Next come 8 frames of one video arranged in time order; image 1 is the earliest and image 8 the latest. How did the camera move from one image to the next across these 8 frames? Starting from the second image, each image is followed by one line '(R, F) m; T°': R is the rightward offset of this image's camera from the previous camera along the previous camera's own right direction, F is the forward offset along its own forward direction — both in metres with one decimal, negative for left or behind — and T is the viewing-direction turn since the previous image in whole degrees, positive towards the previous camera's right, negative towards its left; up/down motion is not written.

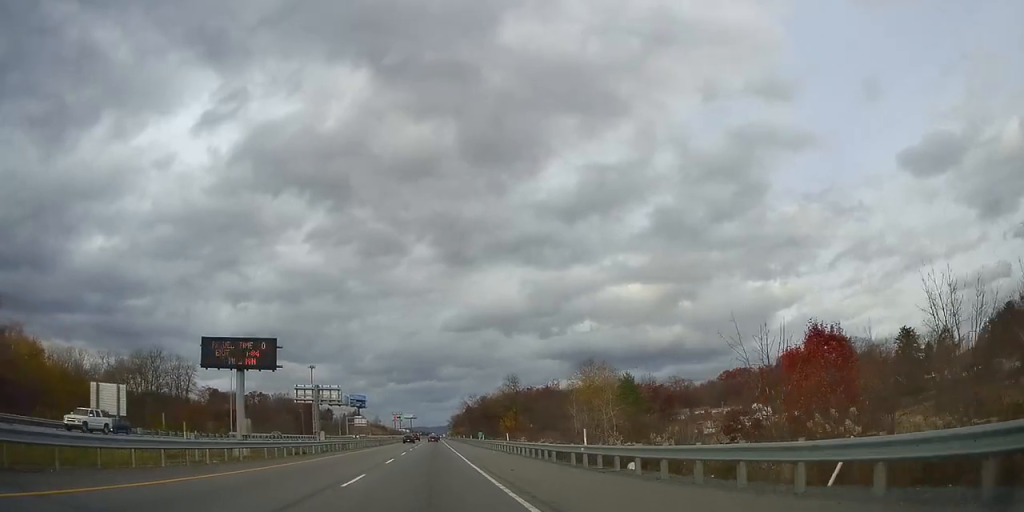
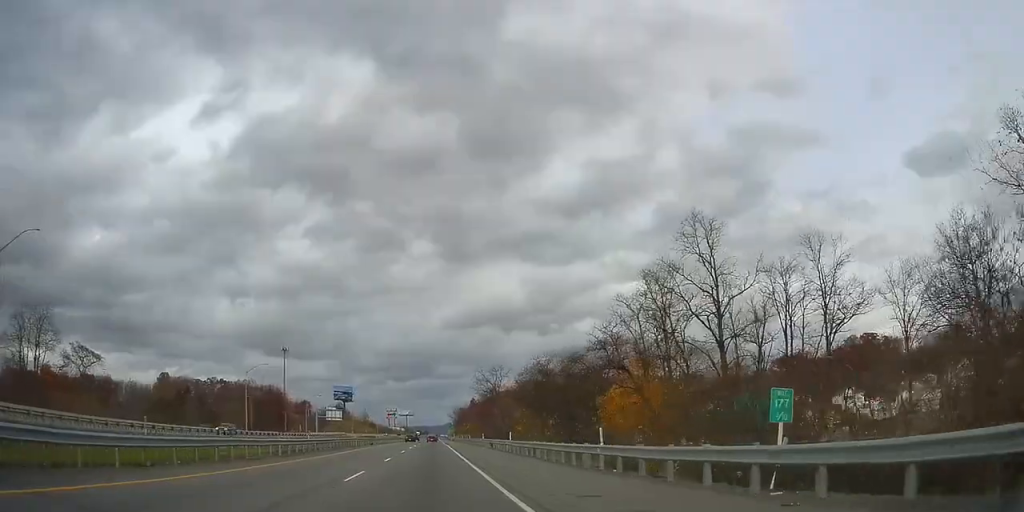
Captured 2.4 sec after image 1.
(0.0, +72.5) m; +1°
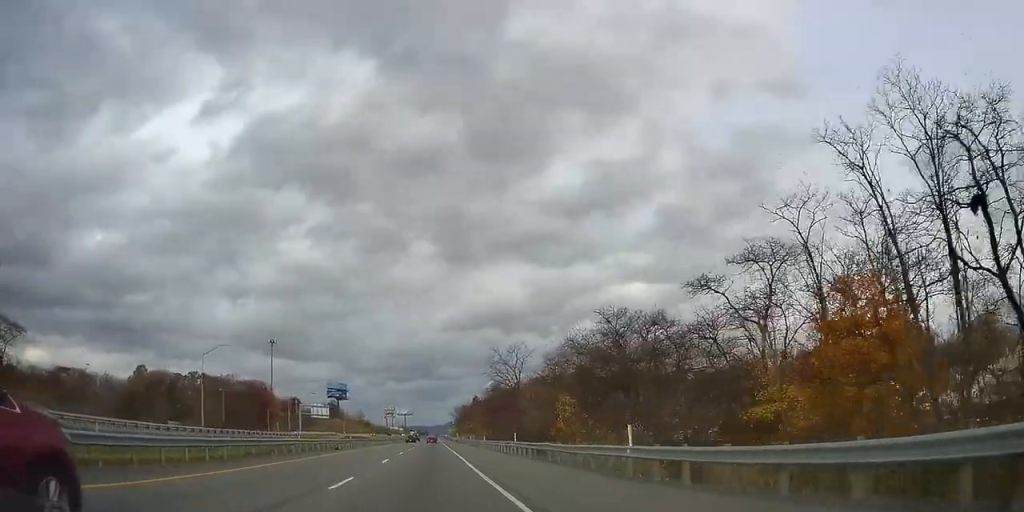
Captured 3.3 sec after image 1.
(+0.3, +26.2) m; +1°
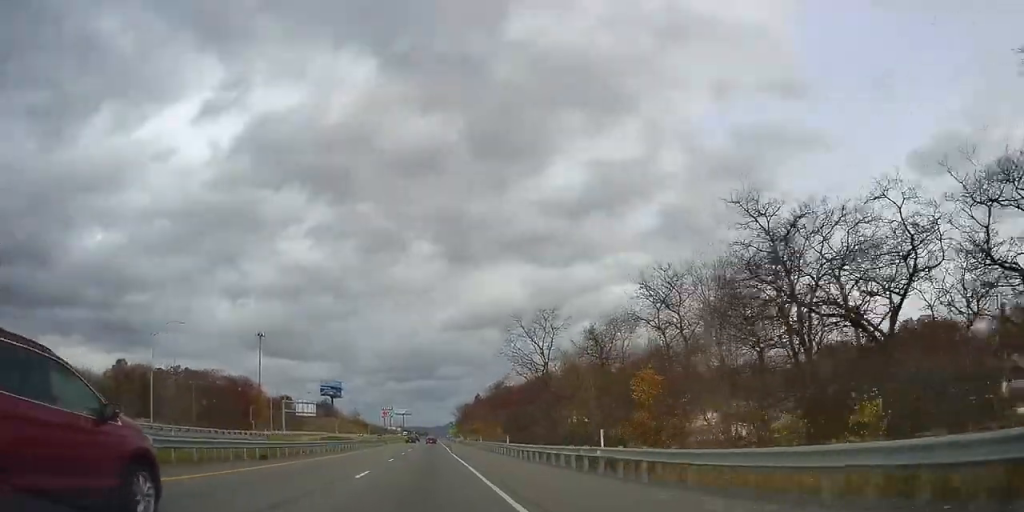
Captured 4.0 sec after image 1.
(0.0, +20.6) m; 0°
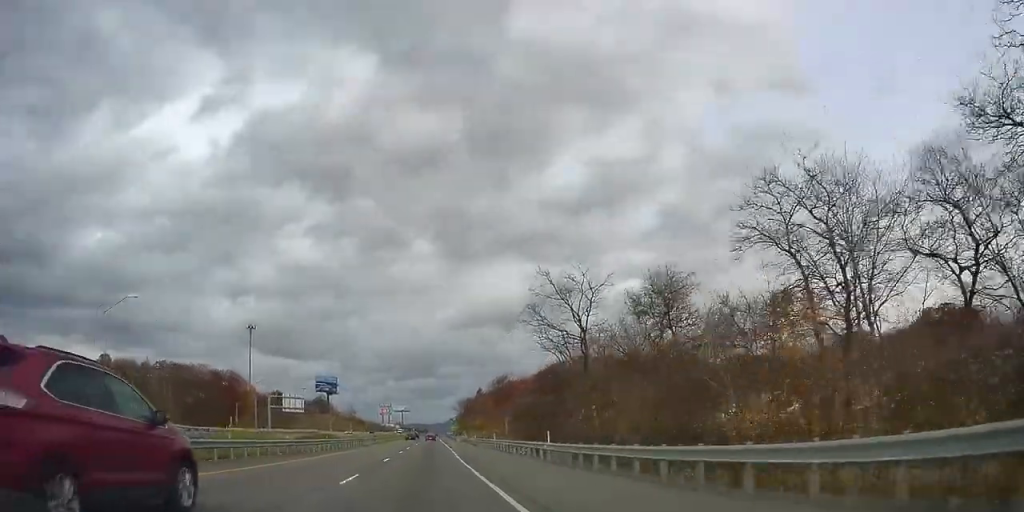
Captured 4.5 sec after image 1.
(0.0, +15.1) m; 0°
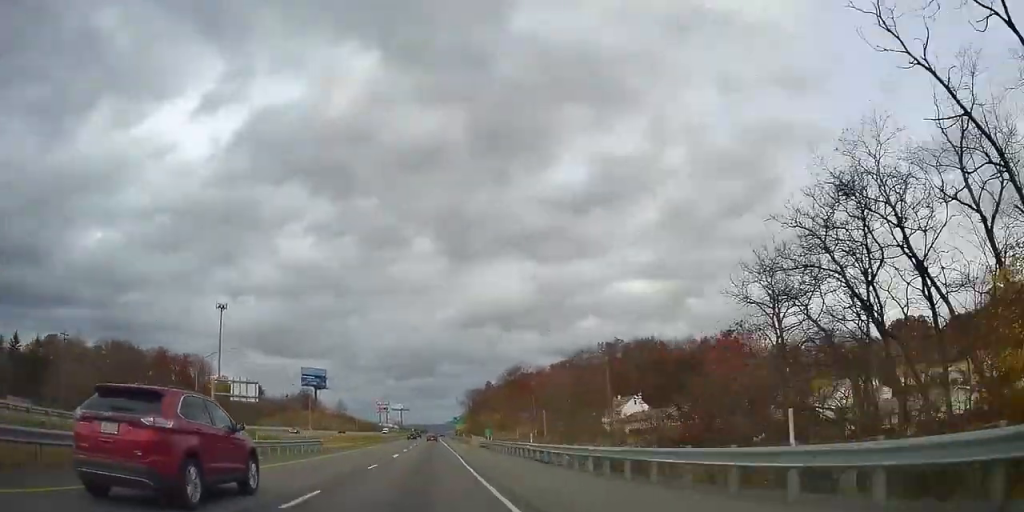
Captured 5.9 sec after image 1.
(0.0, +42.3) m; 0°
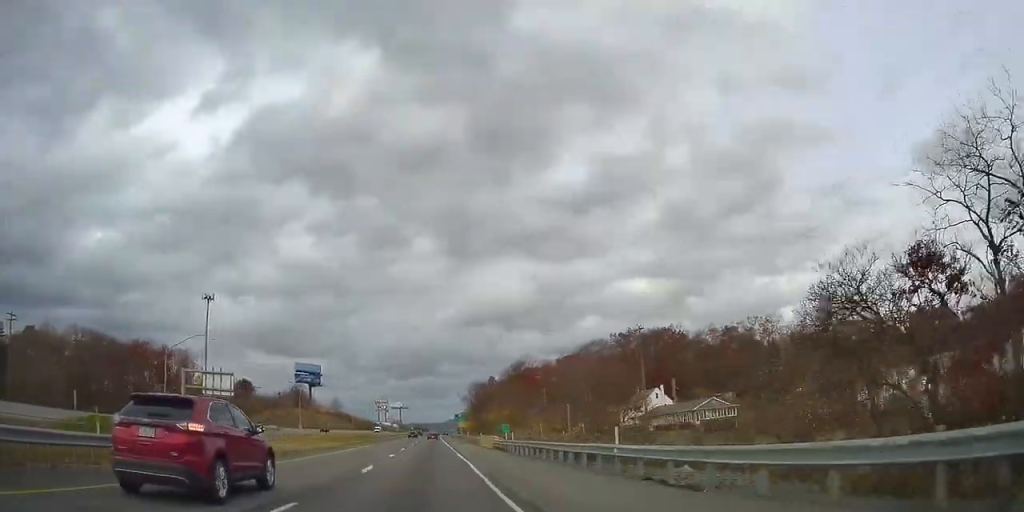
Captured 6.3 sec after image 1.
(0.0, +14.5) m; 0°
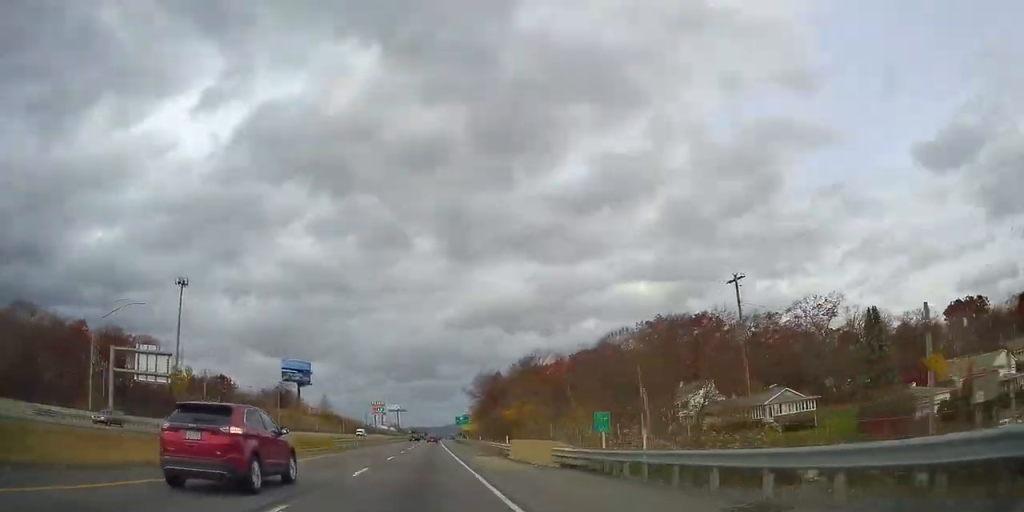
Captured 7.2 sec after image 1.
(0.0, +25.1) m; 0°
